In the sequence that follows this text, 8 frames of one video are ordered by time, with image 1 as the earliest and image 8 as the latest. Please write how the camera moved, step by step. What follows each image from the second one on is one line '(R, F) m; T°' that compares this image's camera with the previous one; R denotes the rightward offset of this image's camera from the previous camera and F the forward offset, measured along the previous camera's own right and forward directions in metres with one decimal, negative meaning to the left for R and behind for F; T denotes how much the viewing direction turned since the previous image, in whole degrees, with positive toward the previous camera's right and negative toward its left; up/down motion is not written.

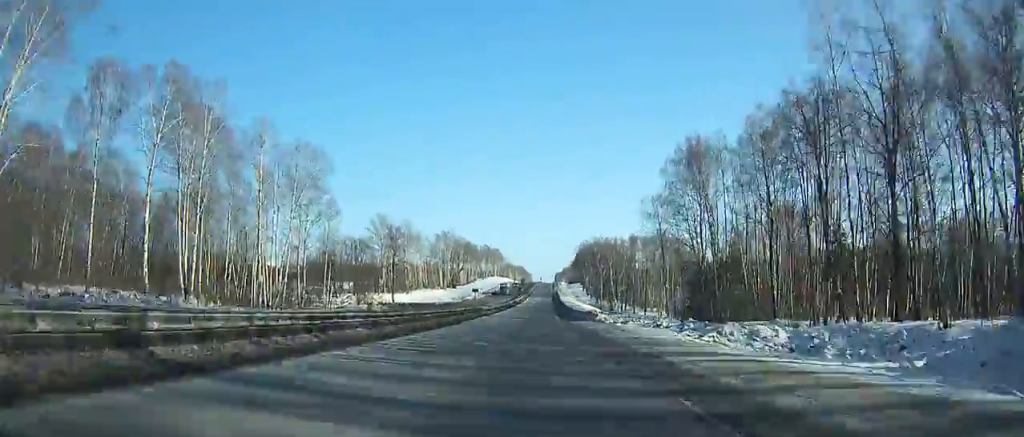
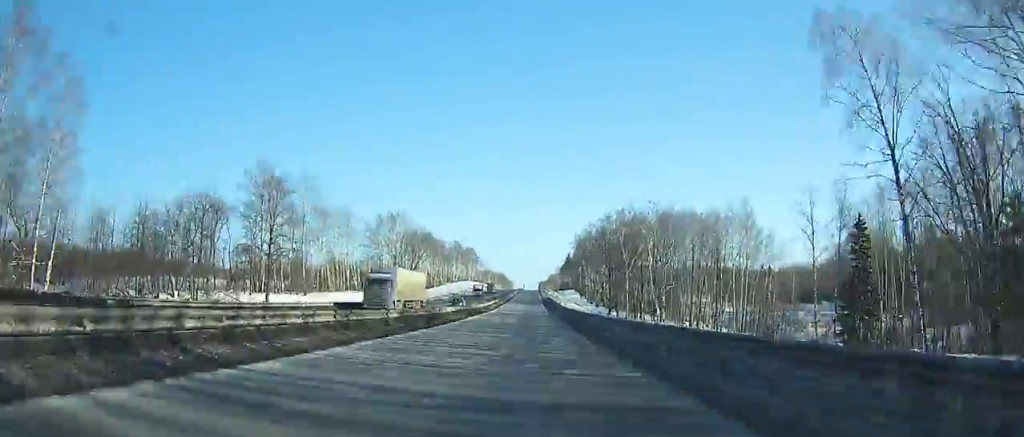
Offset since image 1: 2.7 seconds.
(+8.3, +69.2) m; +7°
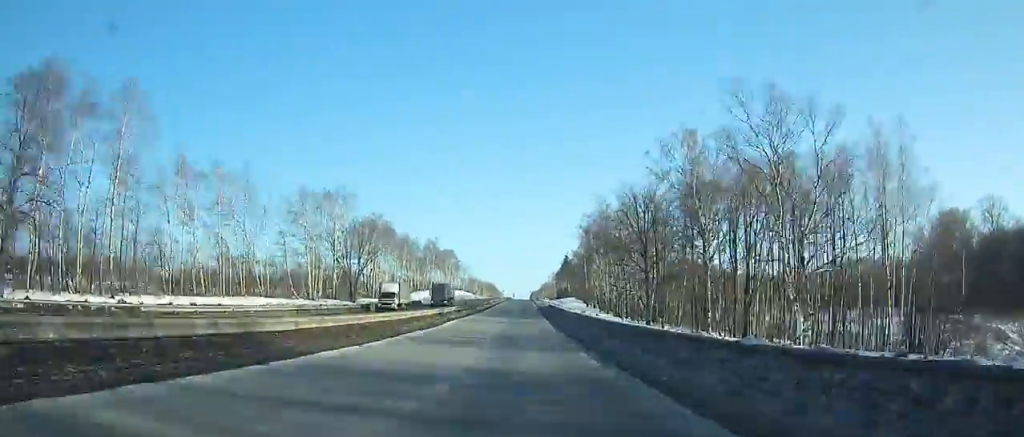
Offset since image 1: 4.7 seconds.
(+0.5, +50.6) m; 0°
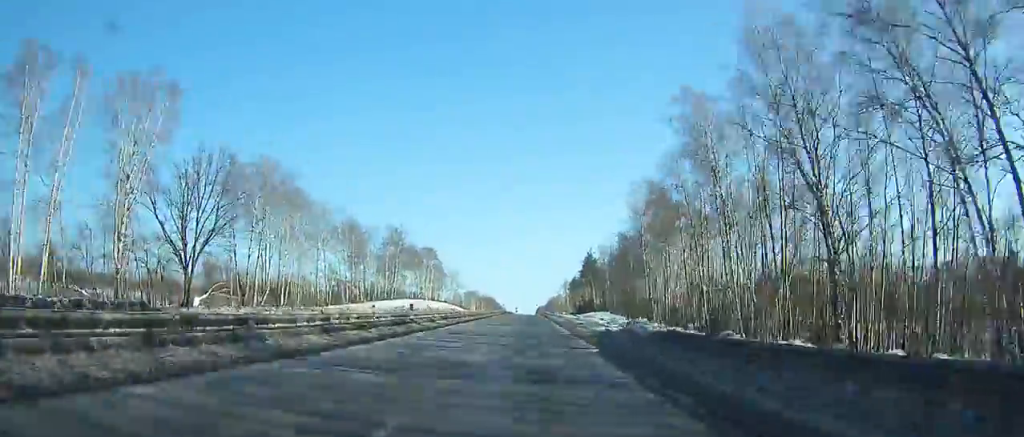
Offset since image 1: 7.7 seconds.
(+0.3, +74.6) m; 0°
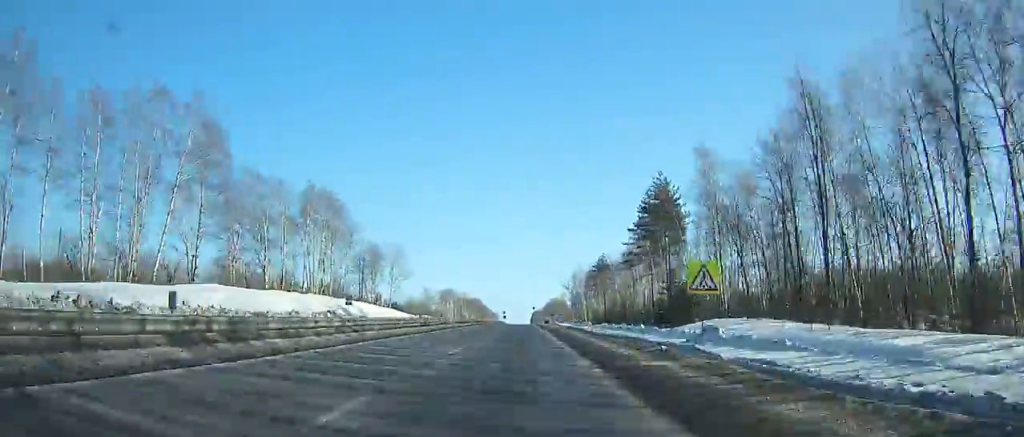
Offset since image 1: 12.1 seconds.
(+0.3, +106.6) m; 0°
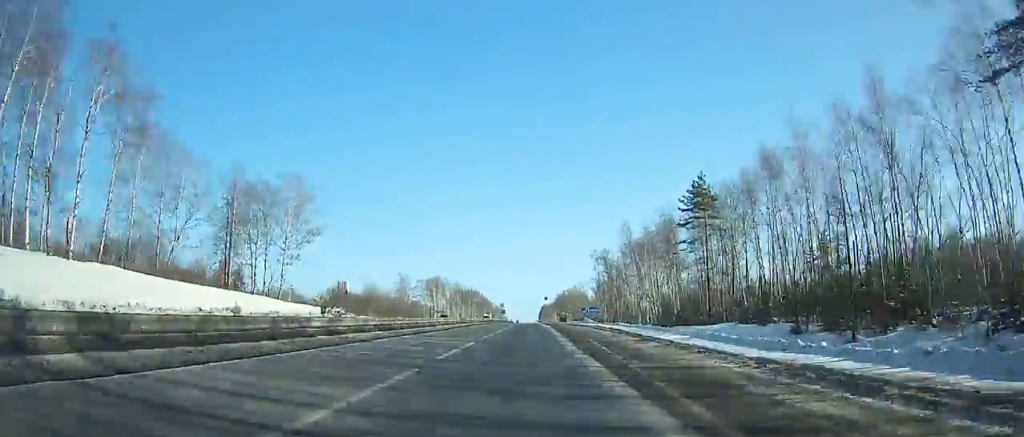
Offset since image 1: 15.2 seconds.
(-0.3, +74.2) m; 0°
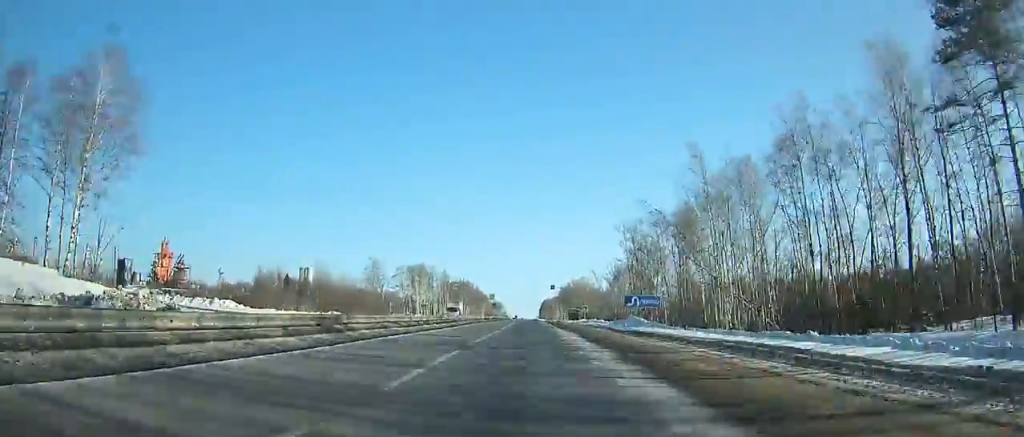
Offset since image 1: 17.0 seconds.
(0.0, +43.2) m; 0°
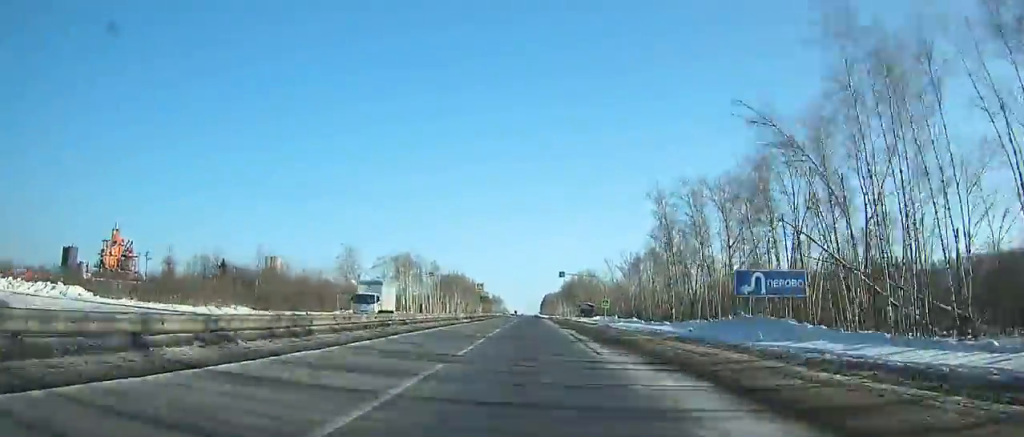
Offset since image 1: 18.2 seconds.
(0.0, +28.9) m; 0°
